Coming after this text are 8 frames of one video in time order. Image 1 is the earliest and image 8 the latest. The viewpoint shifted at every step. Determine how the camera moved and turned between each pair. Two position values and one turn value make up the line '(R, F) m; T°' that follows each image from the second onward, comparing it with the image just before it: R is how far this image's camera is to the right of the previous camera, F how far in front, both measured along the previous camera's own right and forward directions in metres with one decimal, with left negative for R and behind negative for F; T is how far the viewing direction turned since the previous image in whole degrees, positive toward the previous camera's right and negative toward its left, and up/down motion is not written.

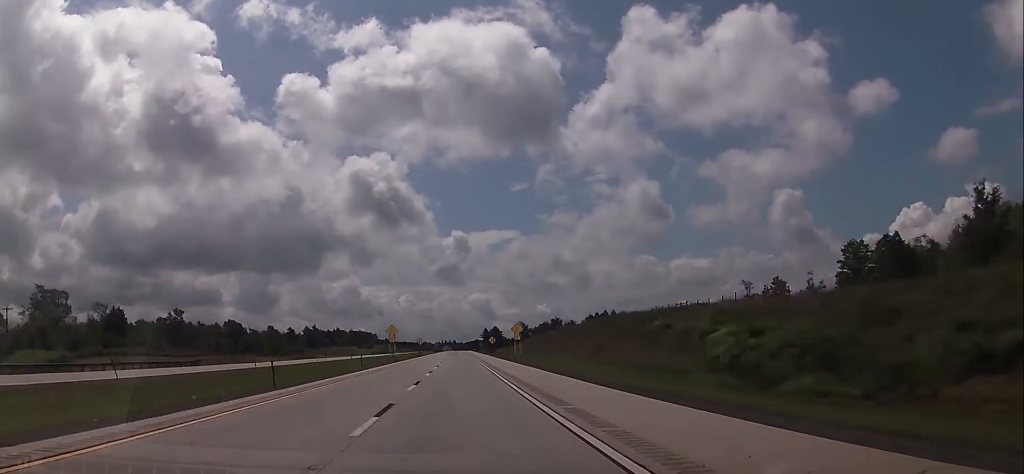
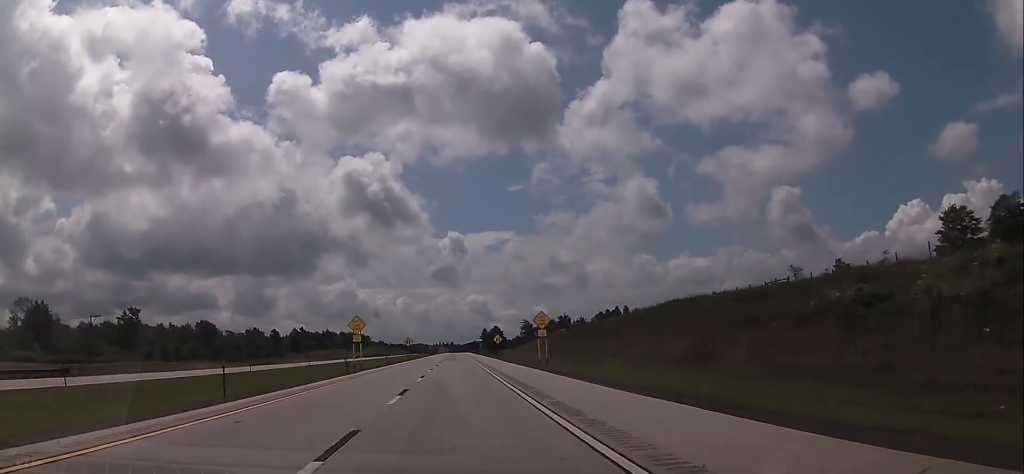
(-0.2, +29.7) m; -1°
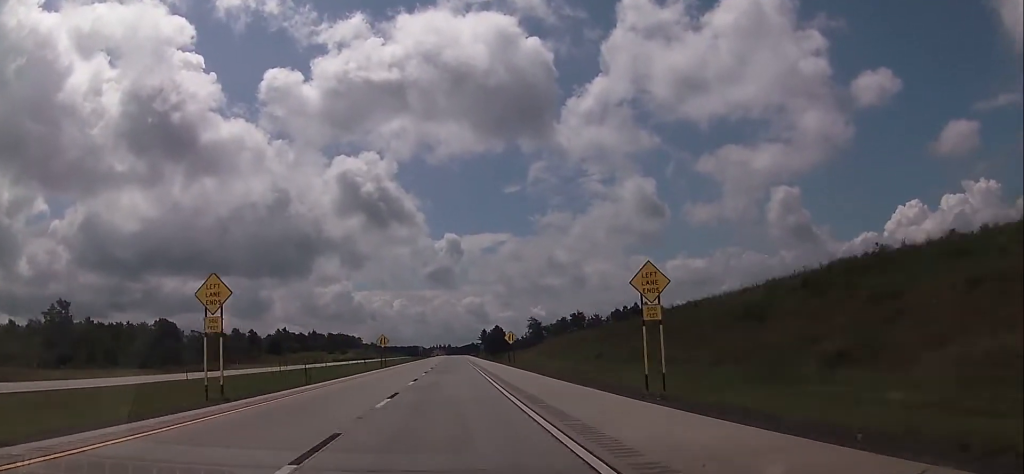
(-0.2, +36.2) m; 0°
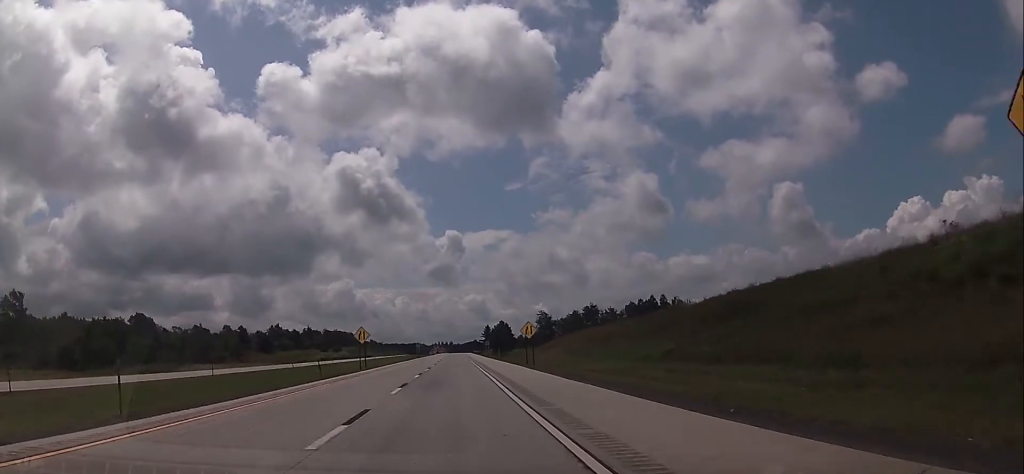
(0.0, +19.7) m; 0°
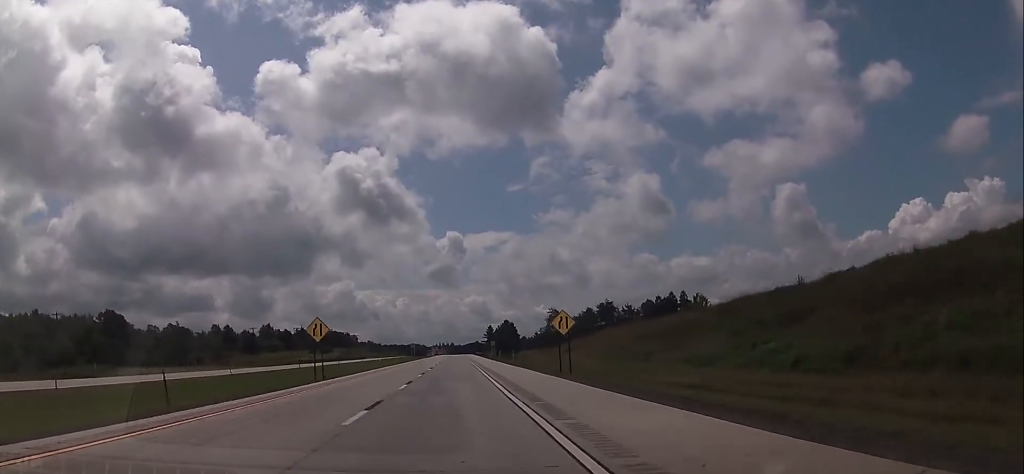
(+0.2, +20.8) m; 0°
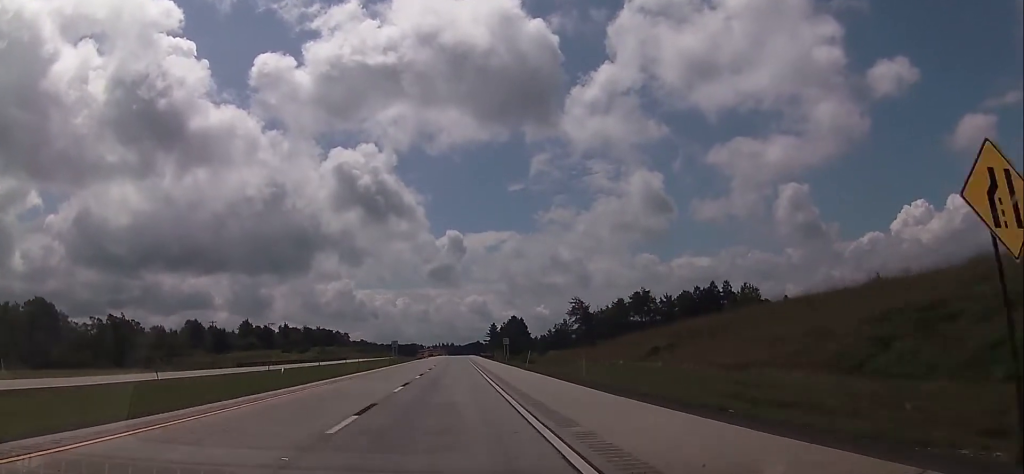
(+0.1, +37.3) m; 0°
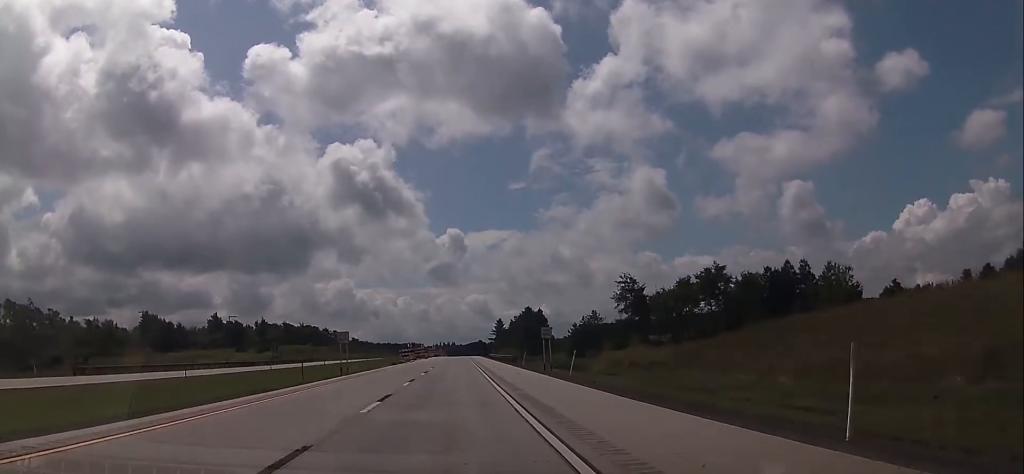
(-0.3, +44.0) m; 0°
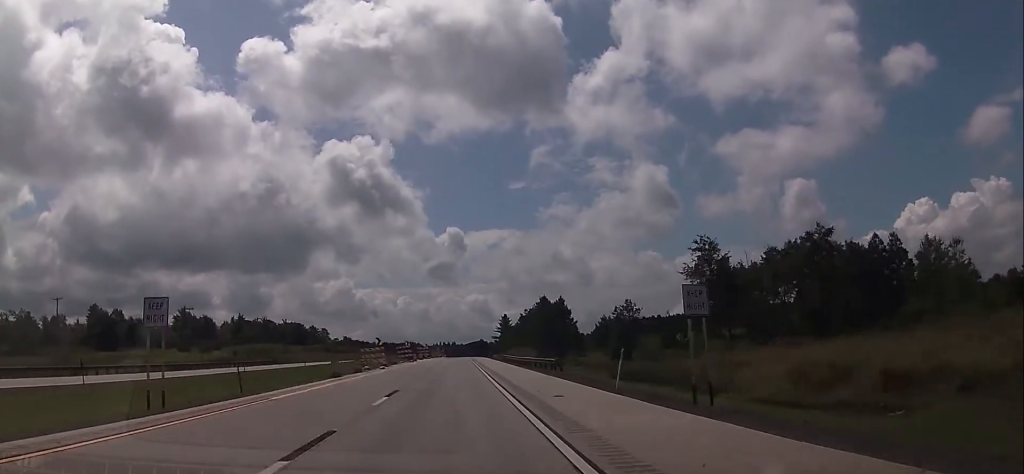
(+0.2, +34.0) m; 0°
